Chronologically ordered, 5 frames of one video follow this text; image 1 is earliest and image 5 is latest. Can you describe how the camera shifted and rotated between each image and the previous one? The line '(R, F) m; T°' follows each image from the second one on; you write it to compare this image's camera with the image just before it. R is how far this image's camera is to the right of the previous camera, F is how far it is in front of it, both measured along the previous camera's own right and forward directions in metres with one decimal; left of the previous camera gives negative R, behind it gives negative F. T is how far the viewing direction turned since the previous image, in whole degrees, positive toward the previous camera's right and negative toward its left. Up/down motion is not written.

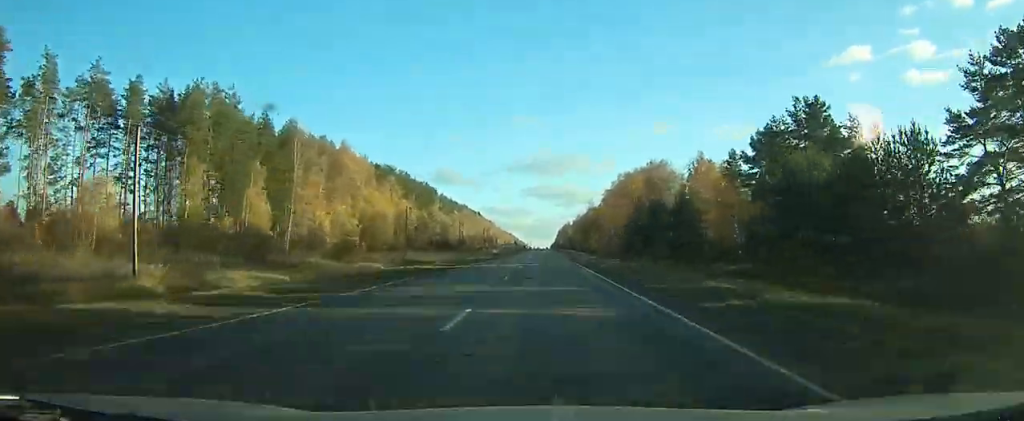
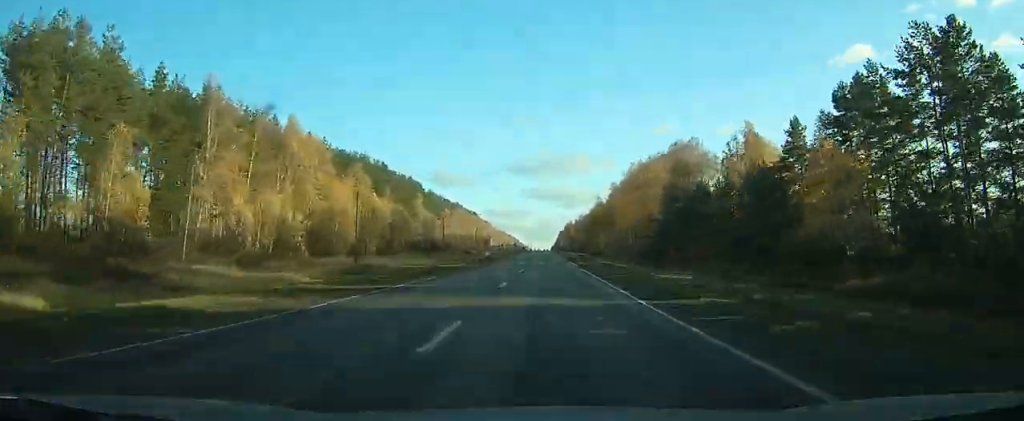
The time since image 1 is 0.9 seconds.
(-0.1, +27.2) m; 0°
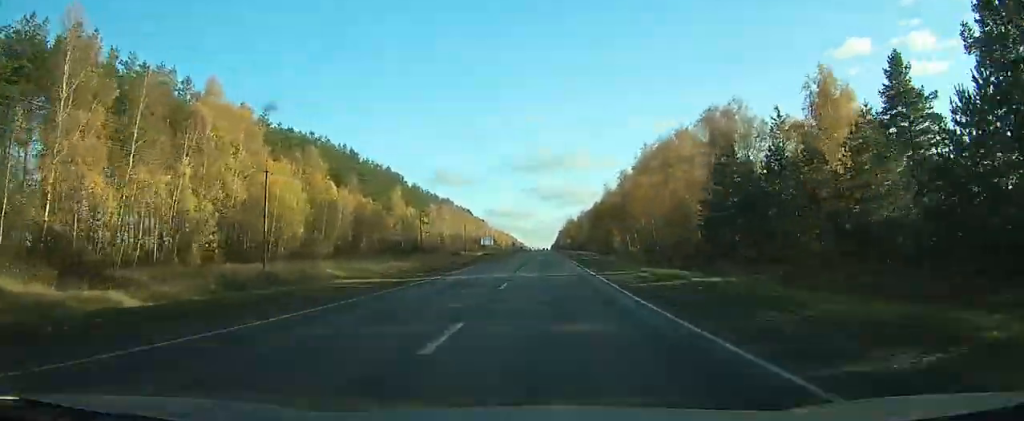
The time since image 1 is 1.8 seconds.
(+0.9, +24.7) m; -1°
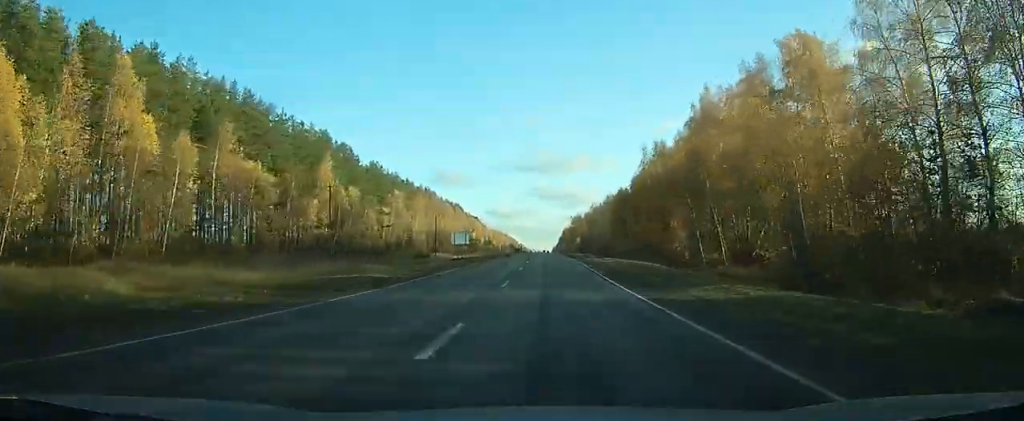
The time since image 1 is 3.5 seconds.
(-0.5, +47.8) m; -1°
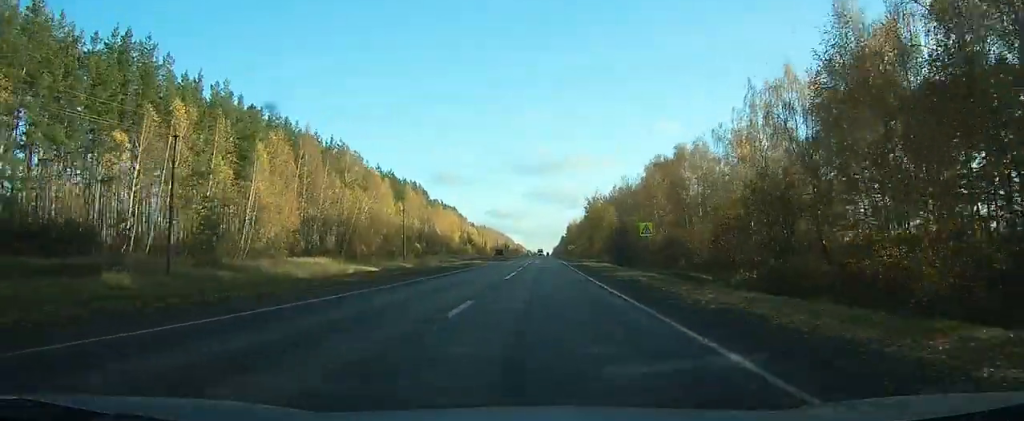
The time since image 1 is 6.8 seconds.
(-0.5, +87.1) m; +2°
